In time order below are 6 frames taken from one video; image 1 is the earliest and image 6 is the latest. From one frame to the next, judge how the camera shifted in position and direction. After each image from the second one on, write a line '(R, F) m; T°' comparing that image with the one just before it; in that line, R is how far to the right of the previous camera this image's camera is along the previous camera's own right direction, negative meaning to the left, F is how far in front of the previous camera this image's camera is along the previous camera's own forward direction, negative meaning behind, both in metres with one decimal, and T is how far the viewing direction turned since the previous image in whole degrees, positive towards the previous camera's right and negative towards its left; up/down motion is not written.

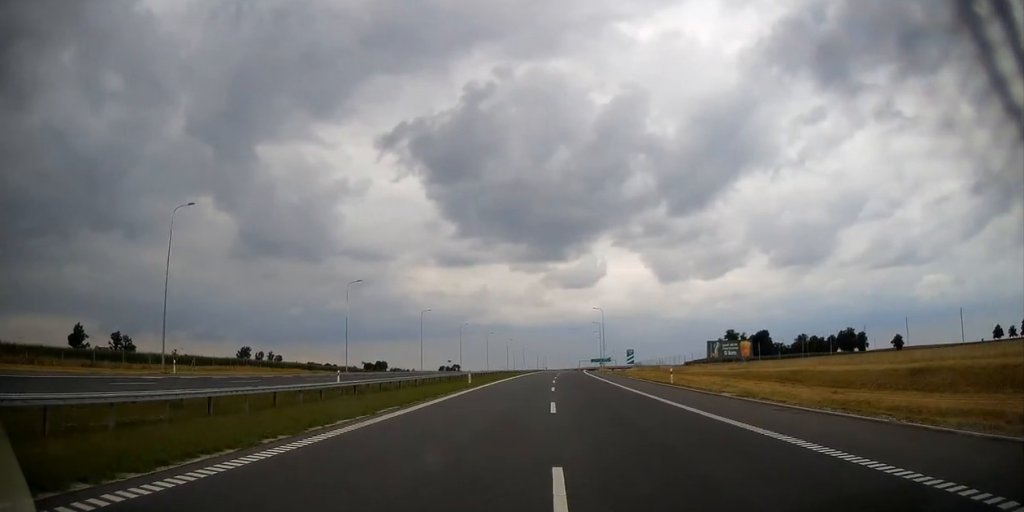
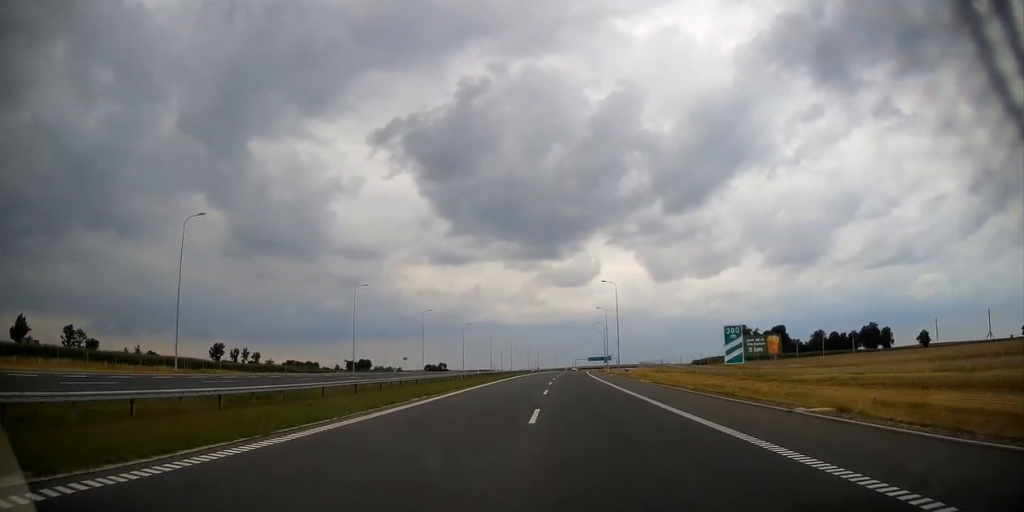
(+0.2, +38.9) m; +1°
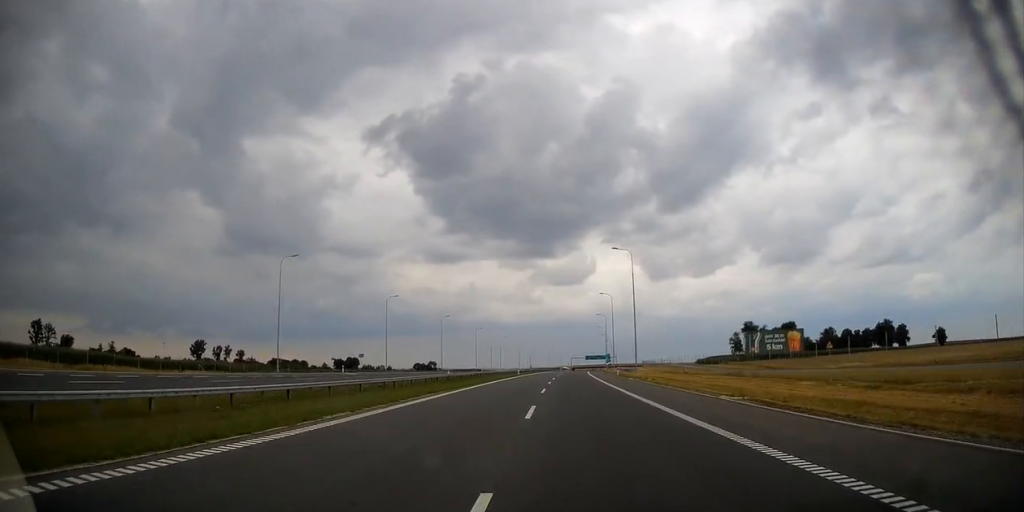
(+0.1, +23.1) m; 0°
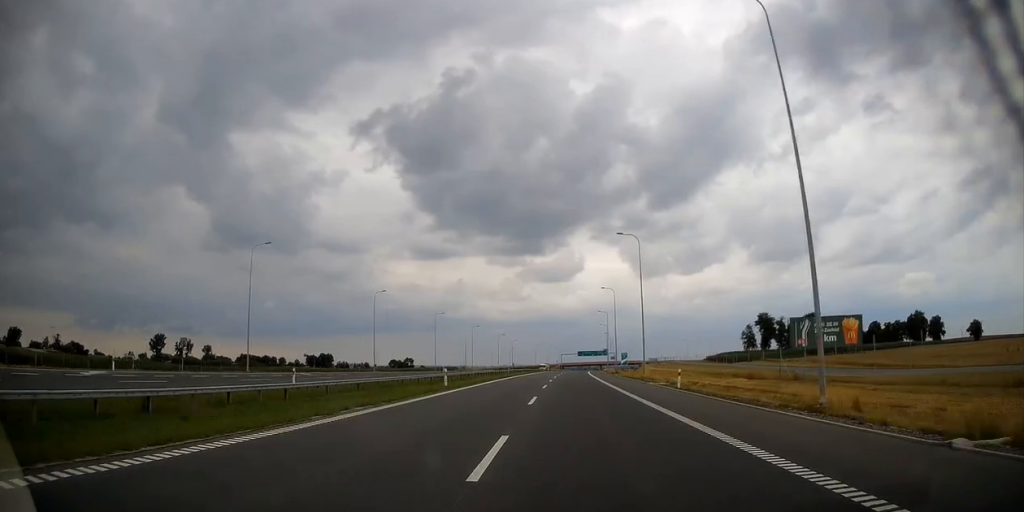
(+0.4, +43.8) m; +1°
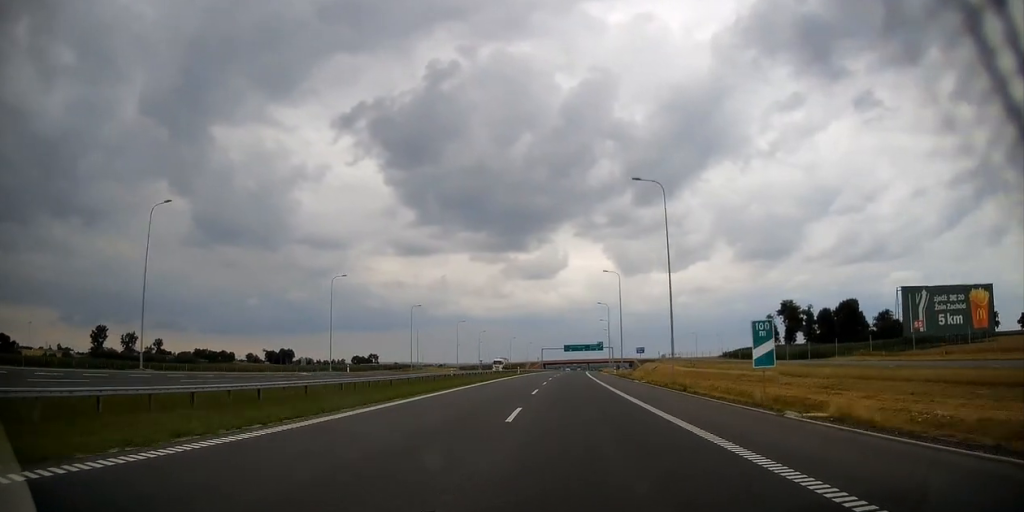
(+0.5, +53.7) m; +1°
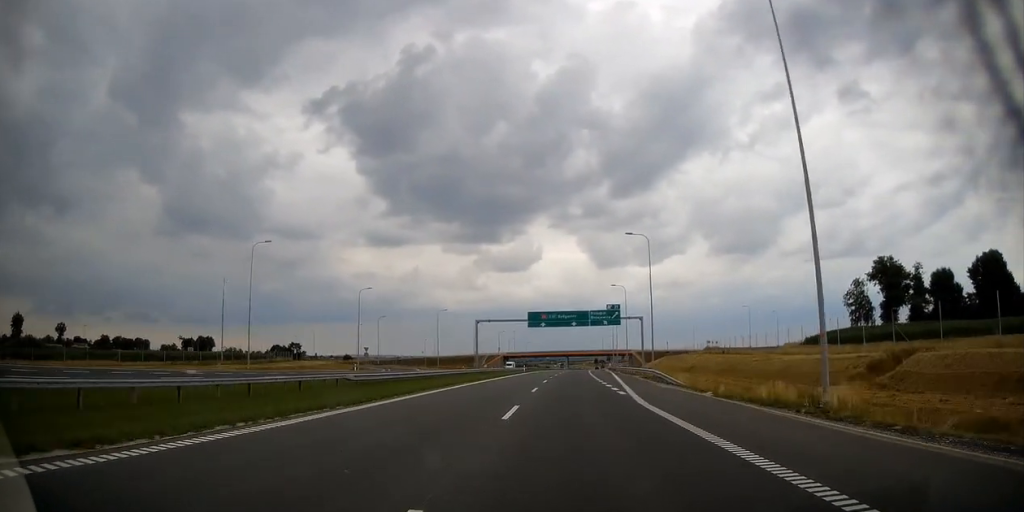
(+2.1, +96.5) m; +3°
